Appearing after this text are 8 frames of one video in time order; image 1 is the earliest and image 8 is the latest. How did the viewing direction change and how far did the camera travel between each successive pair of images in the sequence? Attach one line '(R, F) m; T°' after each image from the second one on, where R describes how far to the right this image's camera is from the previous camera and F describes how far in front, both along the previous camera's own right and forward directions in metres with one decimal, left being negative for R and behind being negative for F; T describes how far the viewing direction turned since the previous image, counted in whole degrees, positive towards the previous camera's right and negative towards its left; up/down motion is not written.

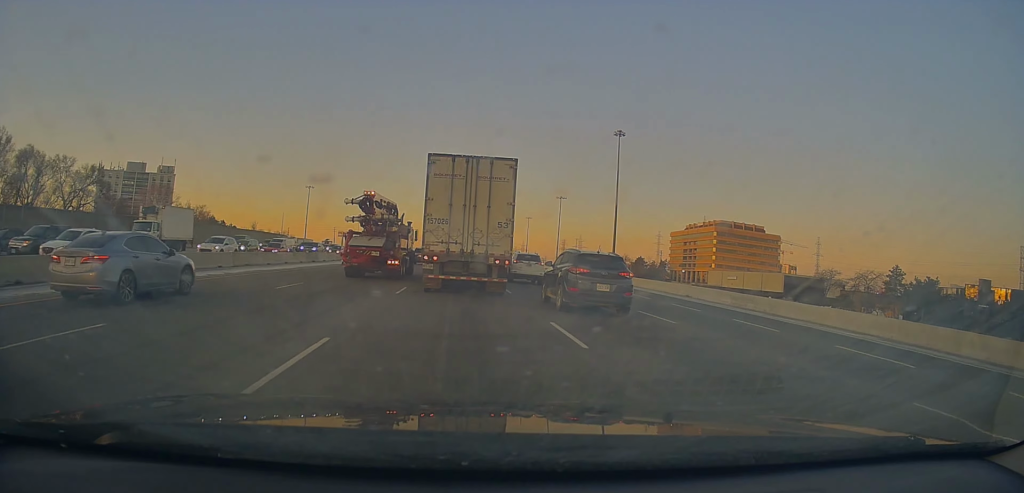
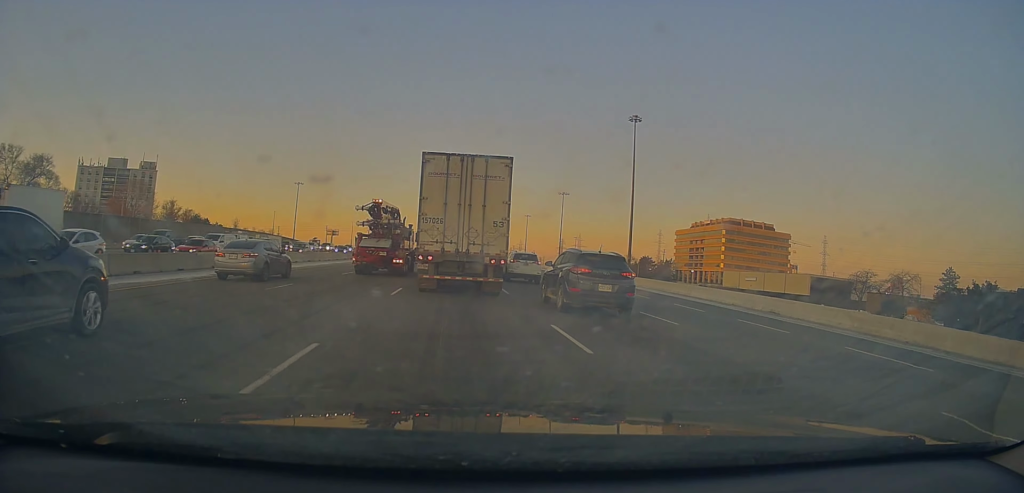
(+0.2, +12.2) m; 0°
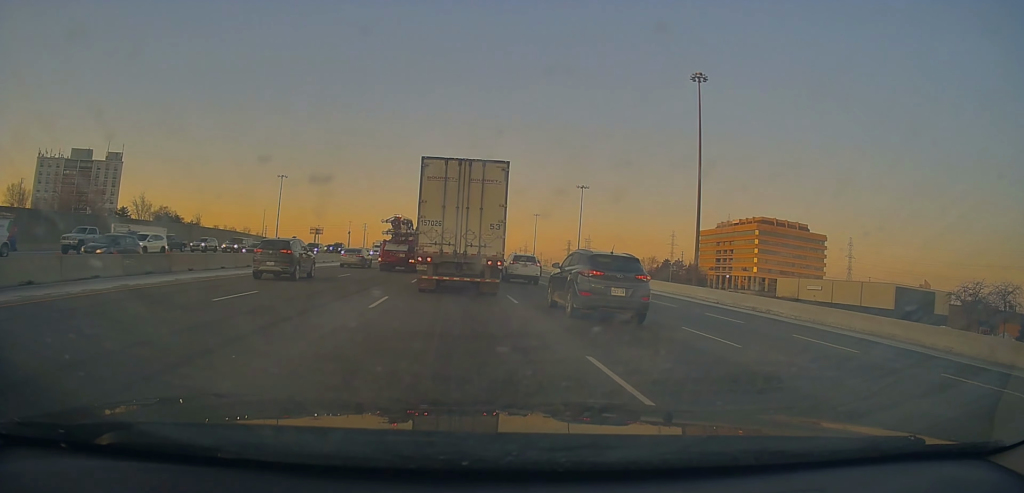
(+0.5, +27.0) m; +1°
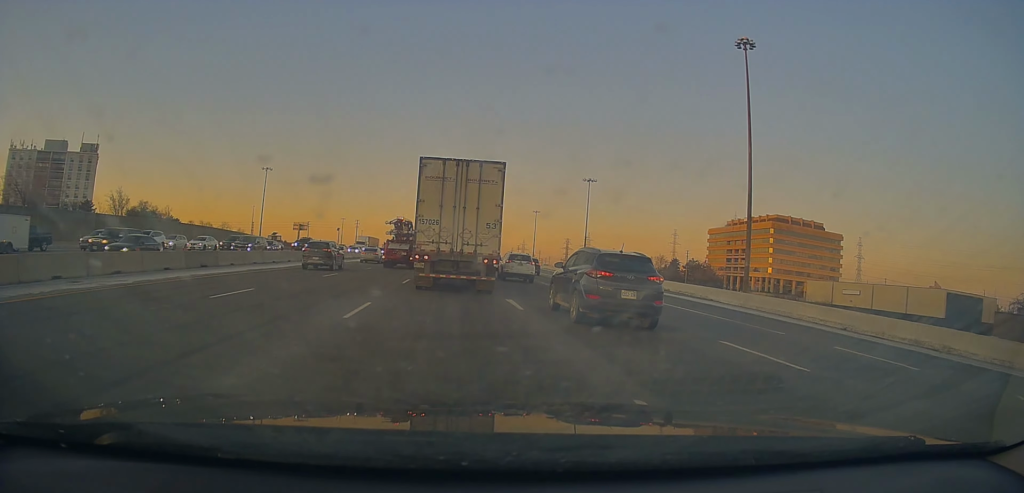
(-0.4, +13.9) m; -1°
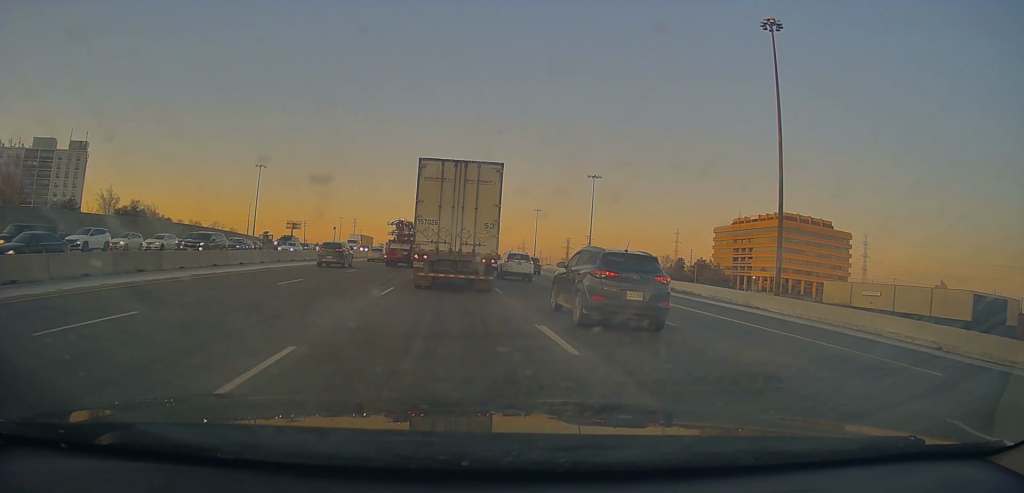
(0.0, +6.3) m; 0°
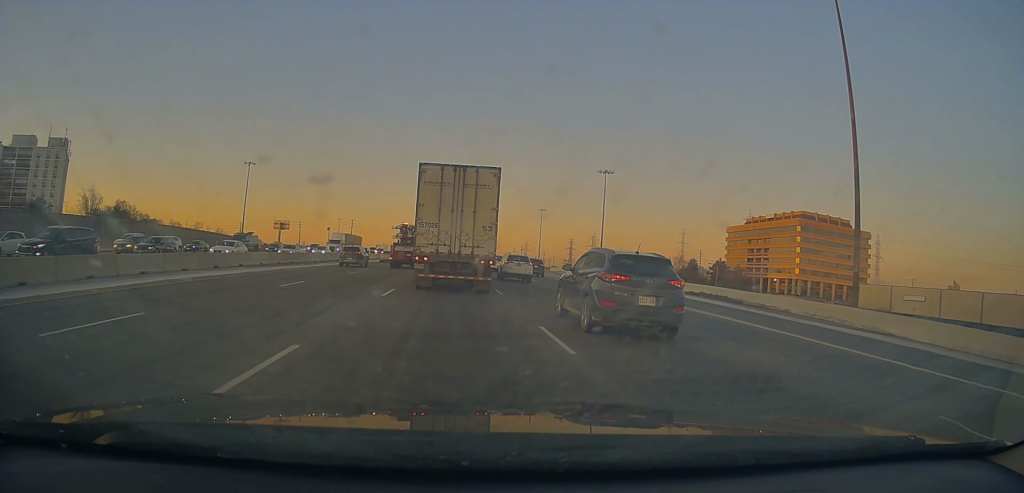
(+0.2, +11.6) m; +1°
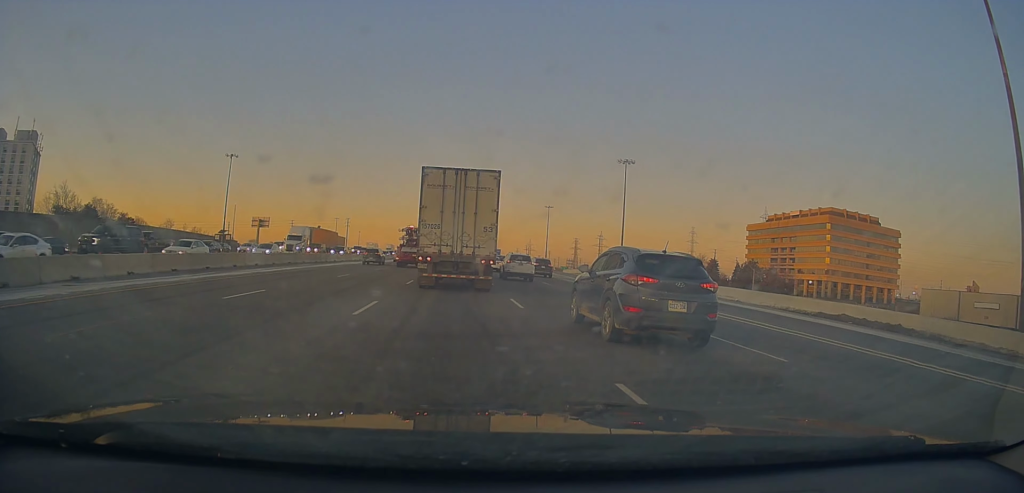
(0.0, +16.5) m; 0°
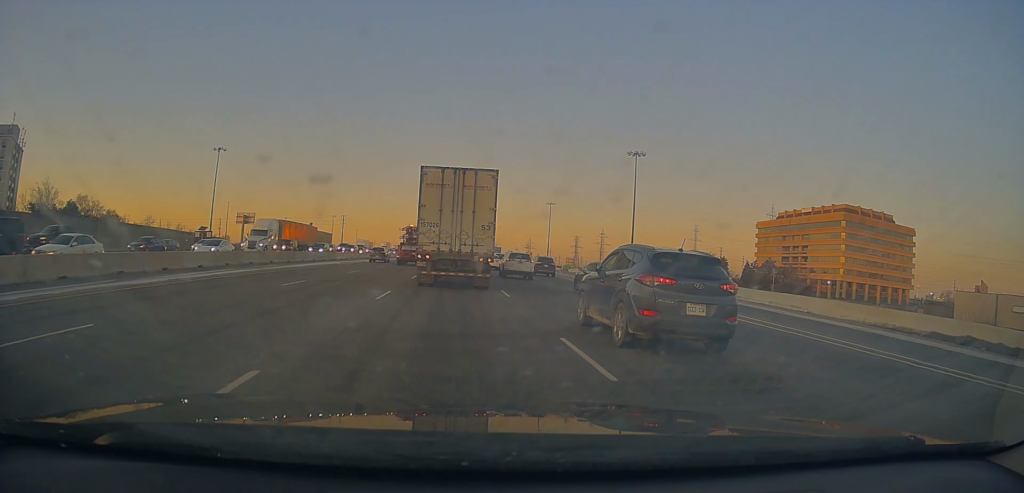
(0.0, +8.3) m; 0°
